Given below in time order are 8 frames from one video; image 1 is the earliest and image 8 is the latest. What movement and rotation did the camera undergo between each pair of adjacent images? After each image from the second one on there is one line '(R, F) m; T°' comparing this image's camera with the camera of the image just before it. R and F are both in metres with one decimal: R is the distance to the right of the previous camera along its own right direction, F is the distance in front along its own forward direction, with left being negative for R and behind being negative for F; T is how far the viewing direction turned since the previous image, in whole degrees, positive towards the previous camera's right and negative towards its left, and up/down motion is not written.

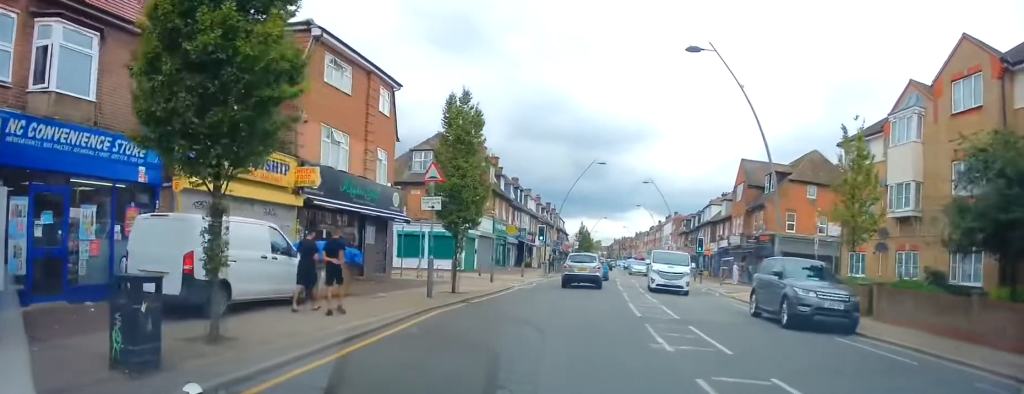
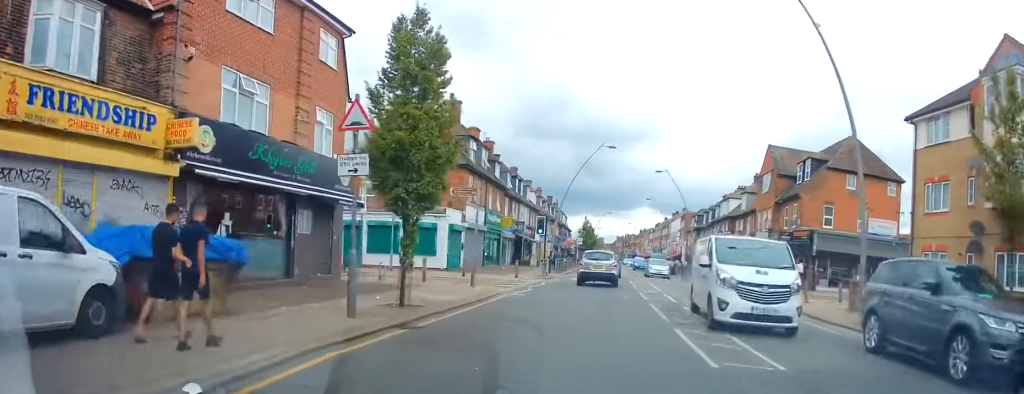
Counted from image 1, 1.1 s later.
(-0.1, +6.6) m; -1°
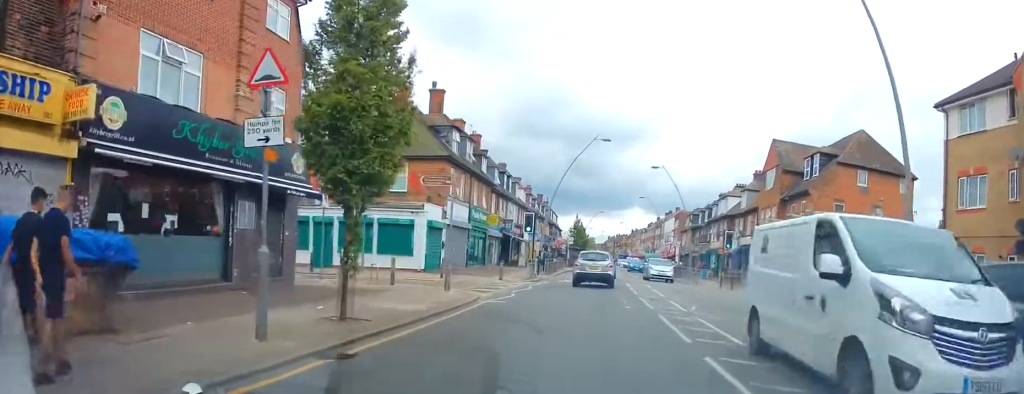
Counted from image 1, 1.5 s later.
(+0.1, +2.9) m; 0°
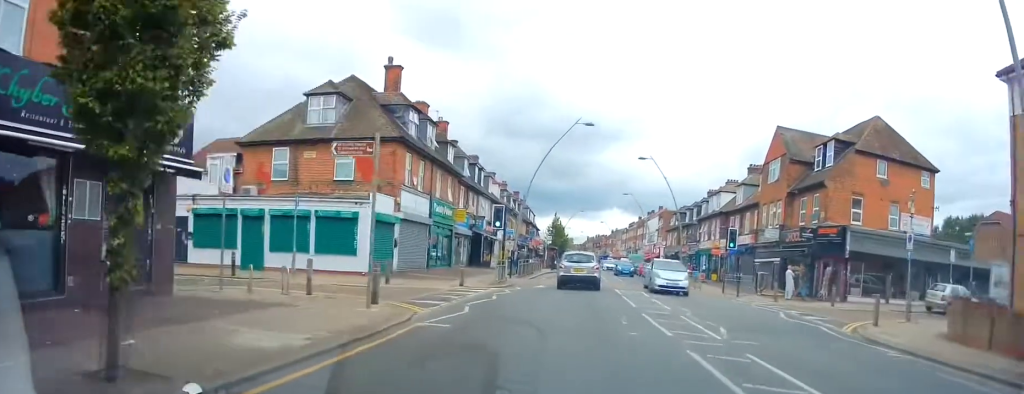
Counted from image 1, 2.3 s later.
(-0.1, +5.4) m; +3°
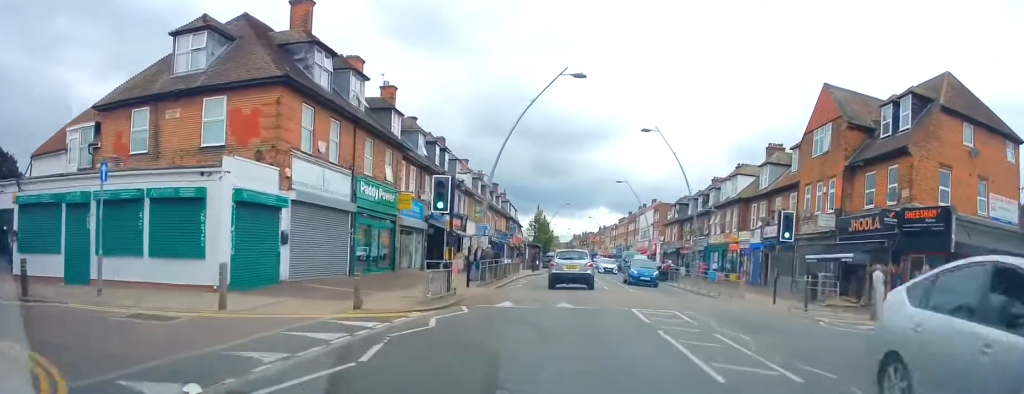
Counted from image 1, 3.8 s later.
(+0.4, +10.0) m; 0°
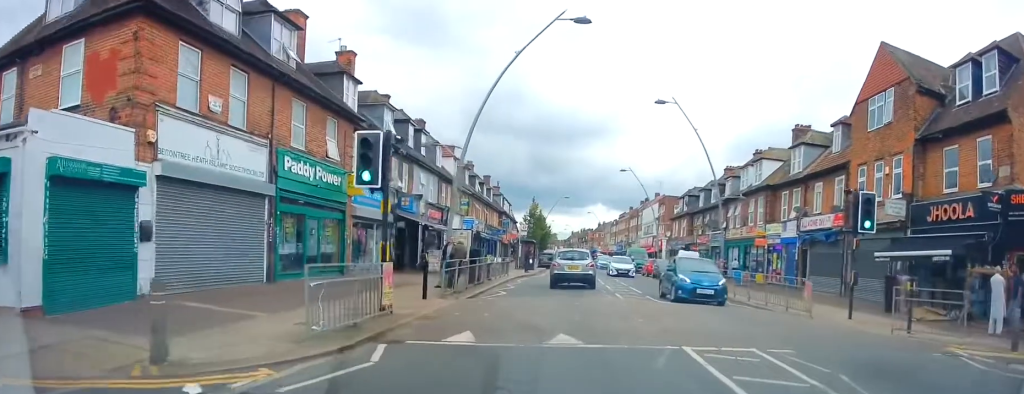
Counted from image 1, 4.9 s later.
(-0.3, +6.5) m; -1°
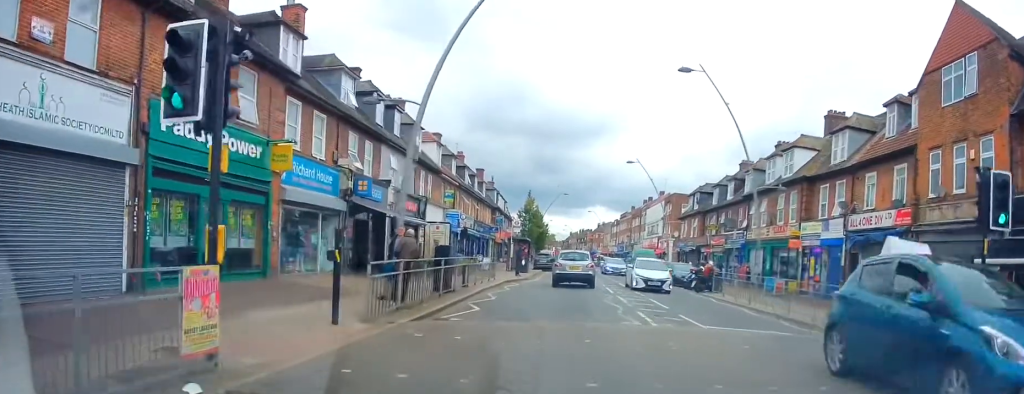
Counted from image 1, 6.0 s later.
(+0.2, +6.1) m; +2°
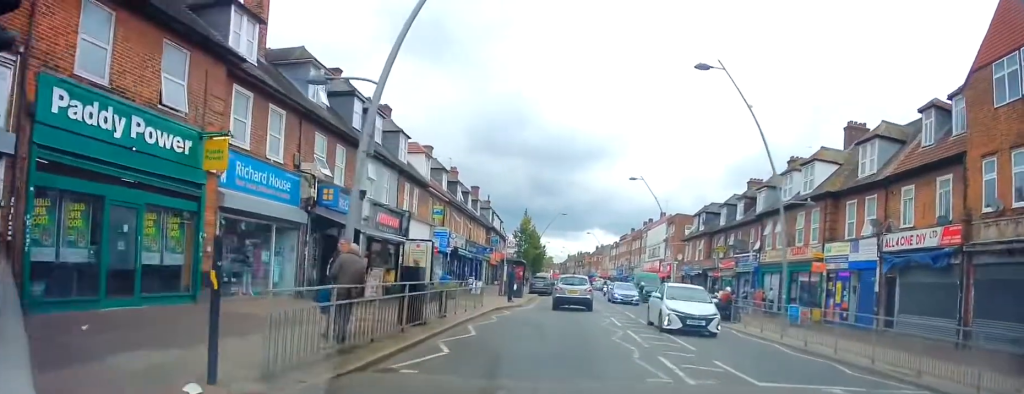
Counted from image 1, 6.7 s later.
(0.0, +3.5) m; +1°
